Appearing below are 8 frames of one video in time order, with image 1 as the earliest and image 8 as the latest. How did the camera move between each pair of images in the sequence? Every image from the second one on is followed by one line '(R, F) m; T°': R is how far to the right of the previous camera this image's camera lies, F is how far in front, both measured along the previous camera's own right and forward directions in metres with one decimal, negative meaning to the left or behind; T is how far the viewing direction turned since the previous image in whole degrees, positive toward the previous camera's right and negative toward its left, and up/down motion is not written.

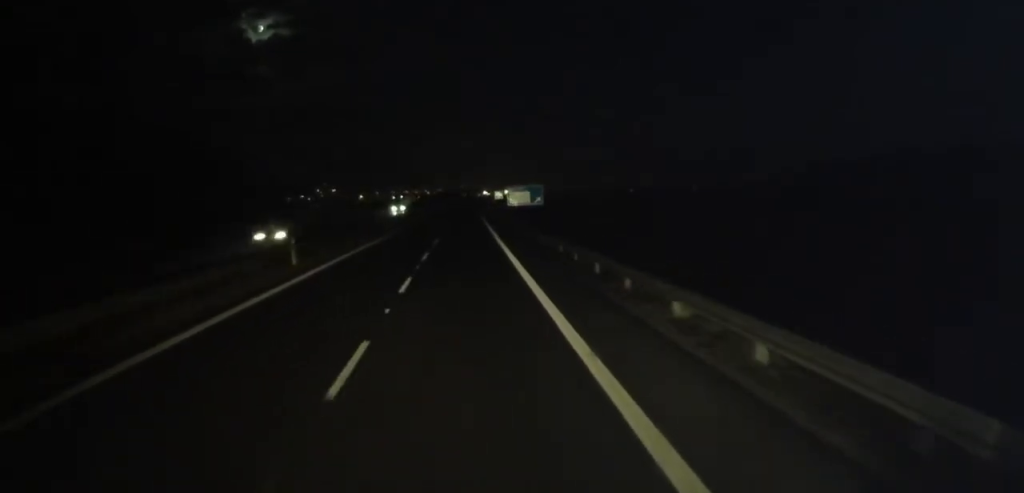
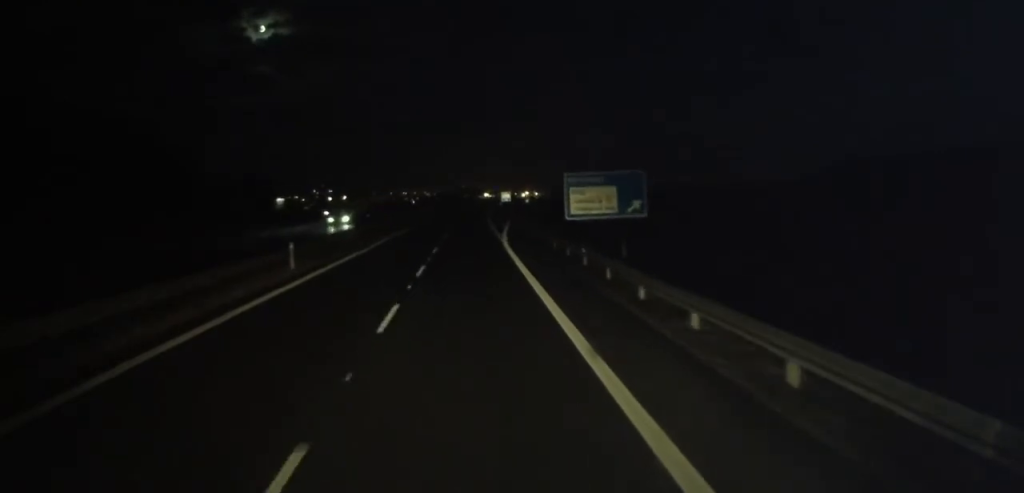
(+0.4, +40.7) m; +1°
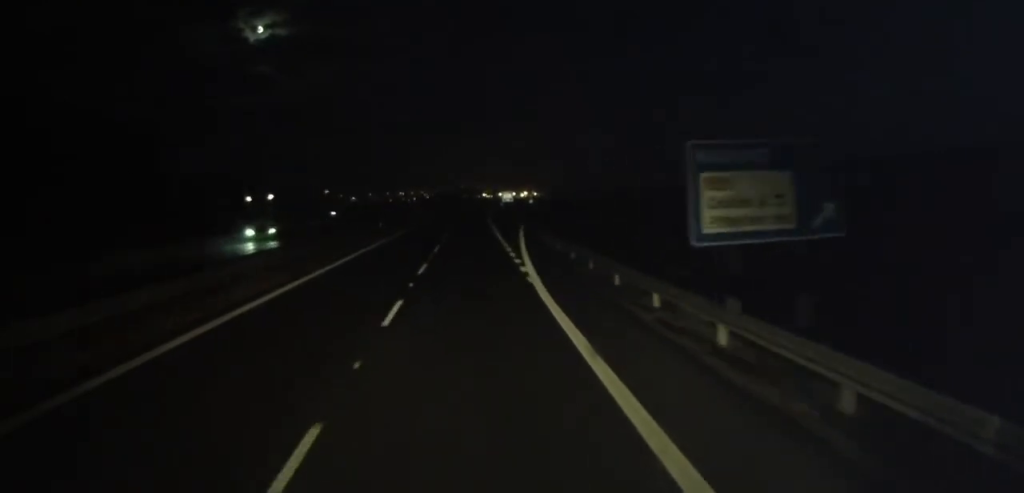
(0.0, +17.3) m; 0°
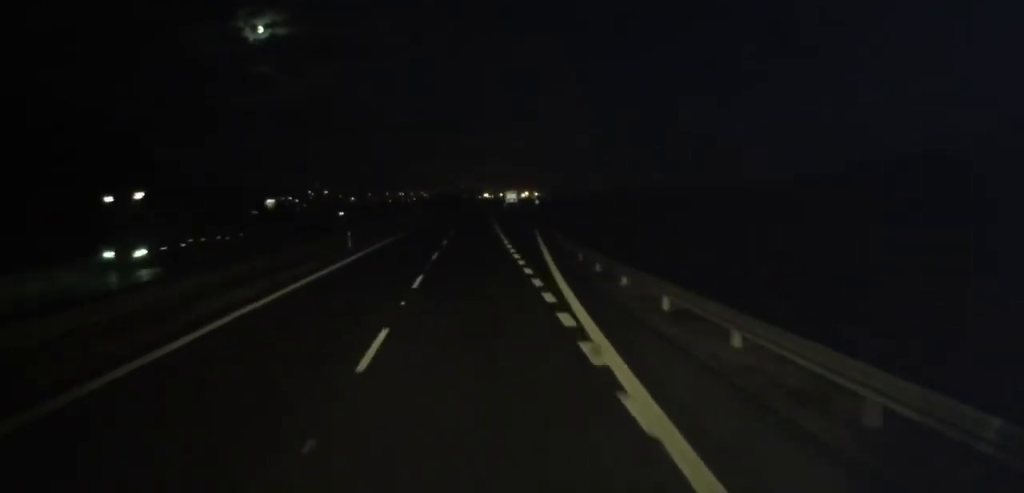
(+0.1, +12.5) m; 0°
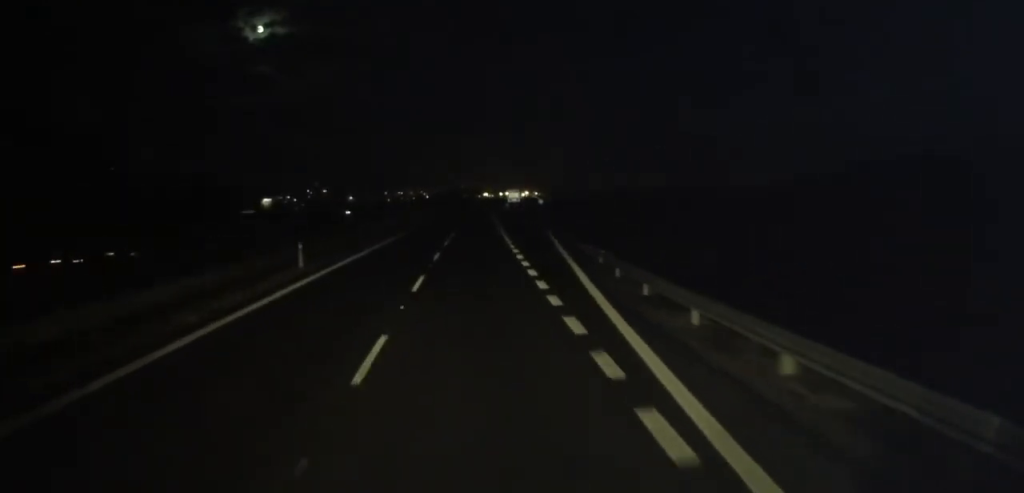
(-0.1, +9.7) m; -1°
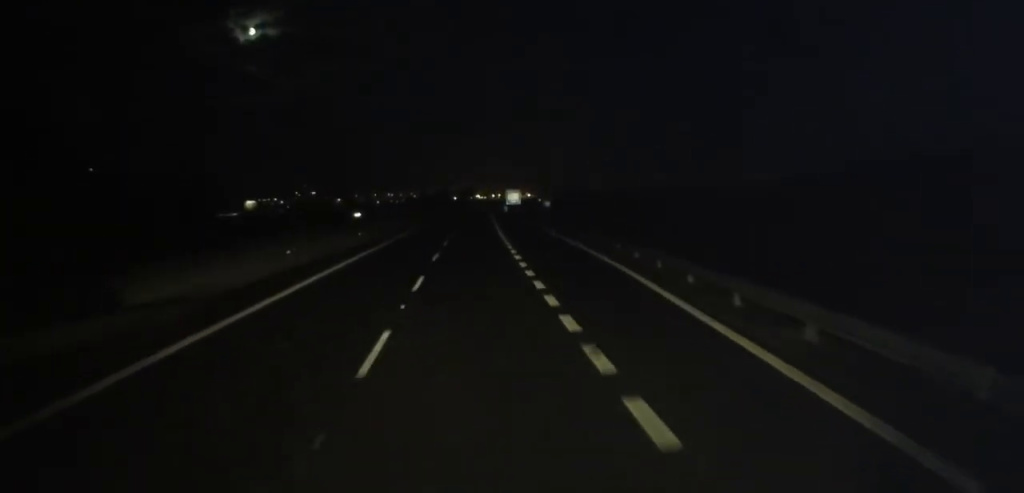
(-0.5, +26.4) m; -1°
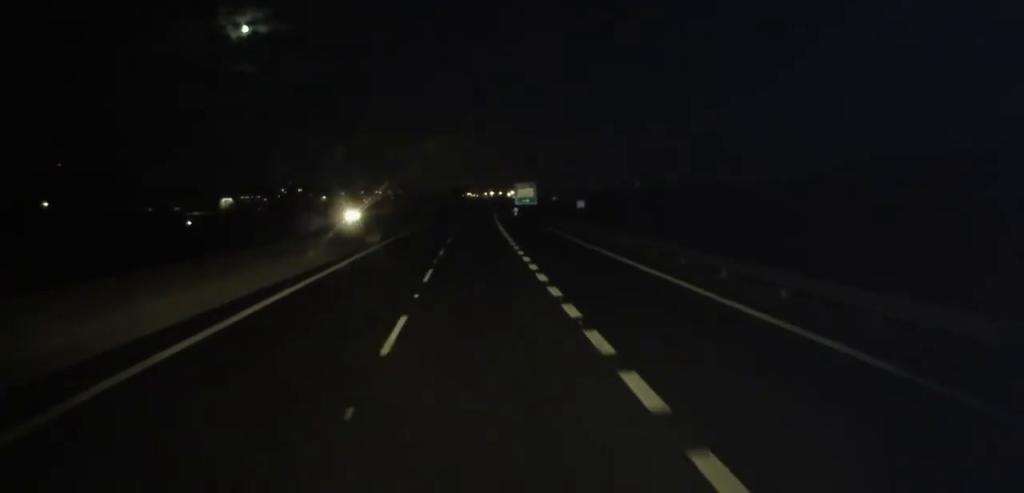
(+1.8, +43.8) m; +3°
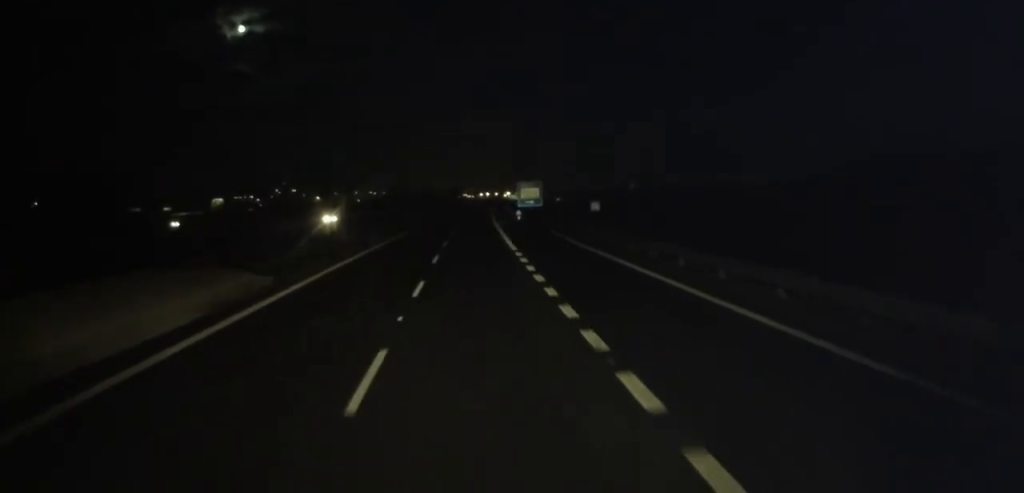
(-0.1, +11.8) m; 0°
